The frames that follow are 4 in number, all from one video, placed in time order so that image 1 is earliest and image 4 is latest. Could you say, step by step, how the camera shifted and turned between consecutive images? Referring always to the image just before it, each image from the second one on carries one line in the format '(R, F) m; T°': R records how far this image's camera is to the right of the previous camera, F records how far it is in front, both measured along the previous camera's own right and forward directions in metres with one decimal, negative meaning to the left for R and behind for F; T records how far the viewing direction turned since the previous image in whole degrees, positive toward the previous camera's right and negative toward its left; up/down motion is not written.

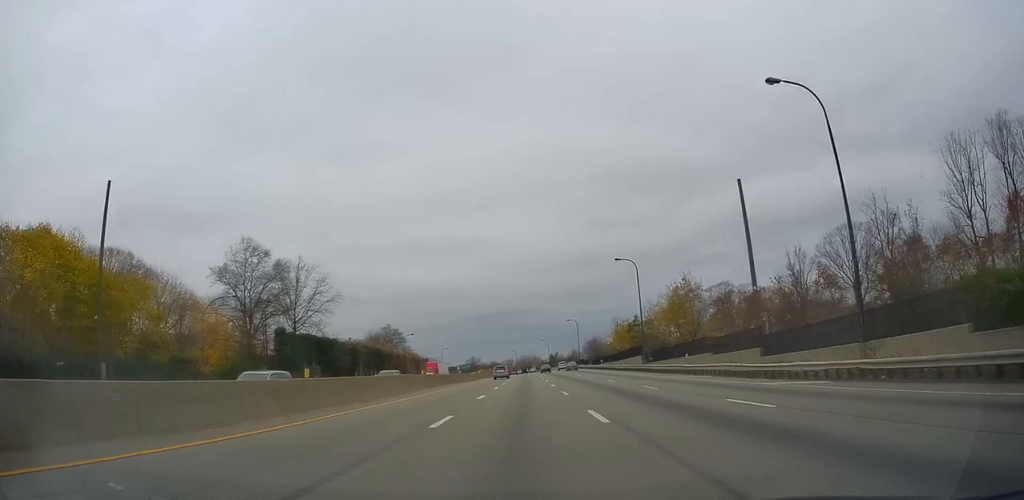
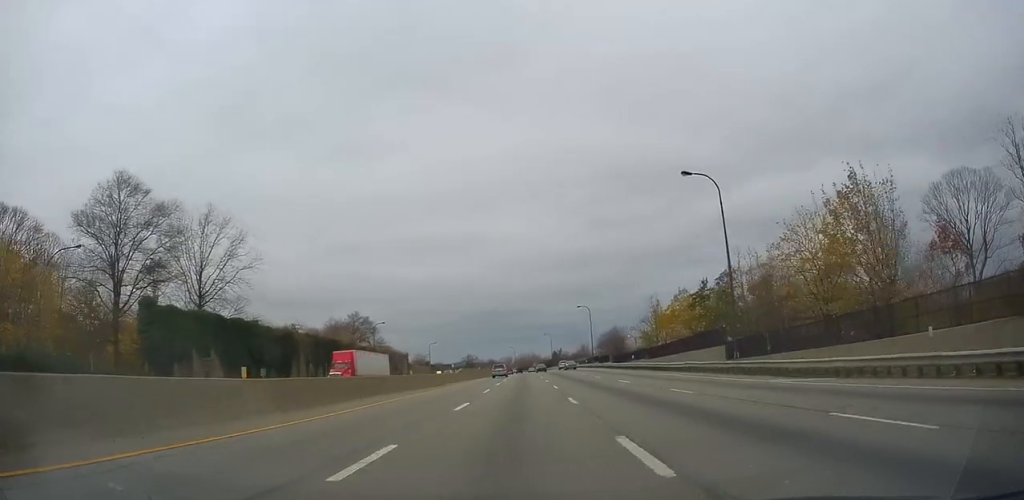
(+0.3, +30.6) m; +1°
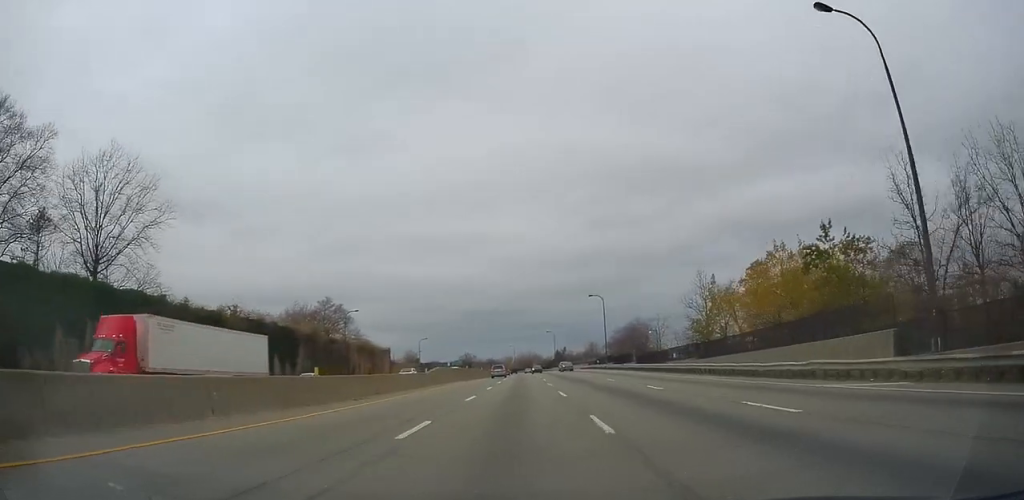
(+0.1, +20.3) m; 0°
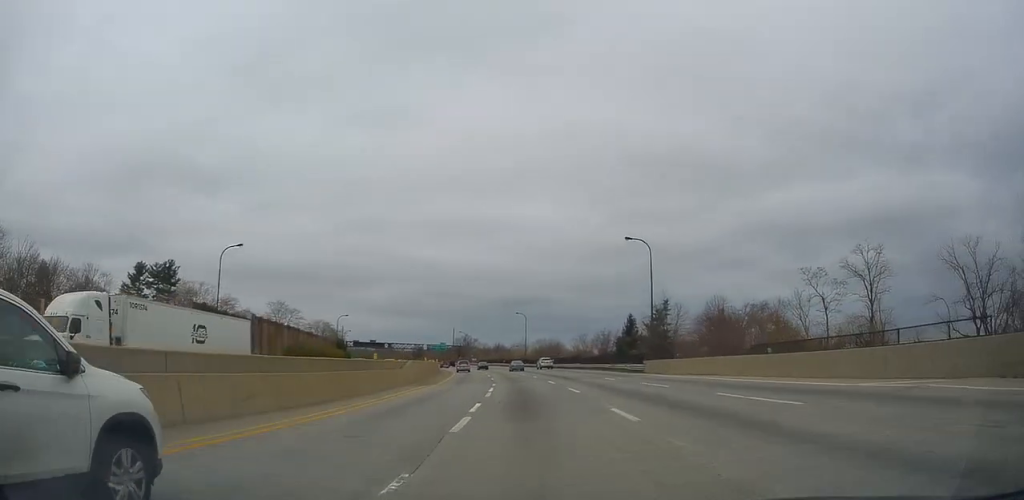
(-1.3, +133.1) m; -1°
